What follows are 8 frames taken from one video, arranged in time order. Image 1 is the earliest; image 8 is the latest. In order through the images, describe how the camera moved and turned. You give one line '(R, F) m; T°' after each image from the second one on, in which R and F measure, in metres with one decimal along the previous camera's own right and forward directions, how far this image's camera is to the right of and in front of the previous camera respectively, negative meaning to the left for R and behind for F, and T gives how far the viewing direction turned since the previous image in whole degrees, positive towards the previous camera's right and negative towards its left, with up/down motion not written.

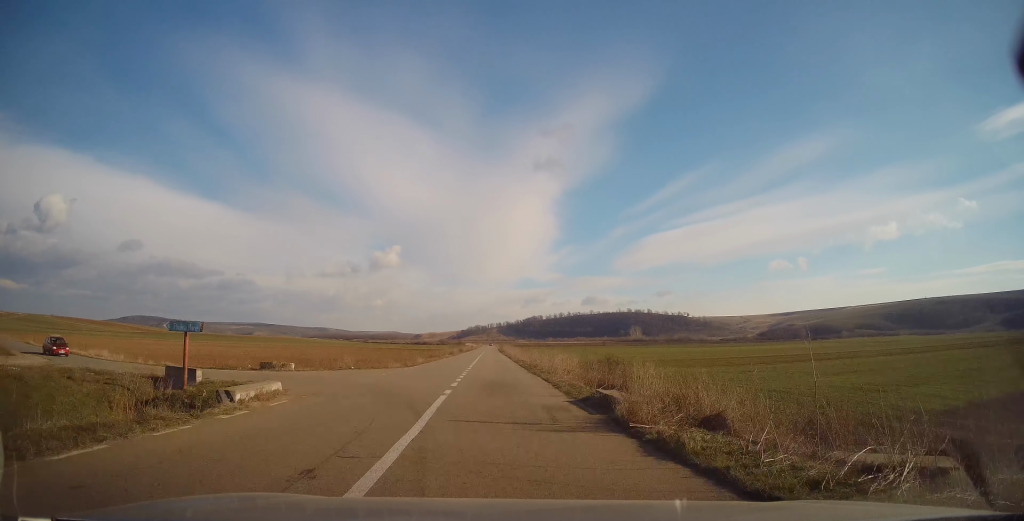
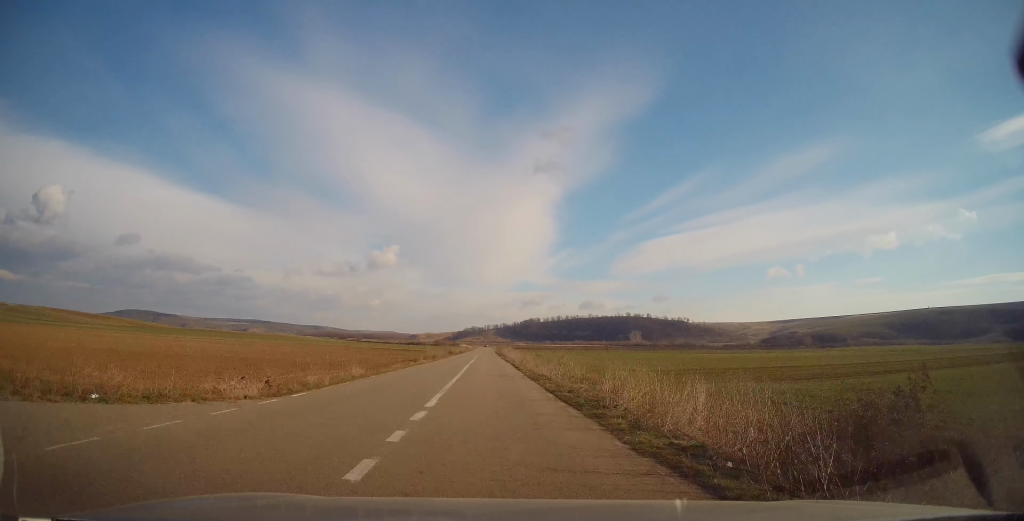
(-0.3, +19.2) m; 0°
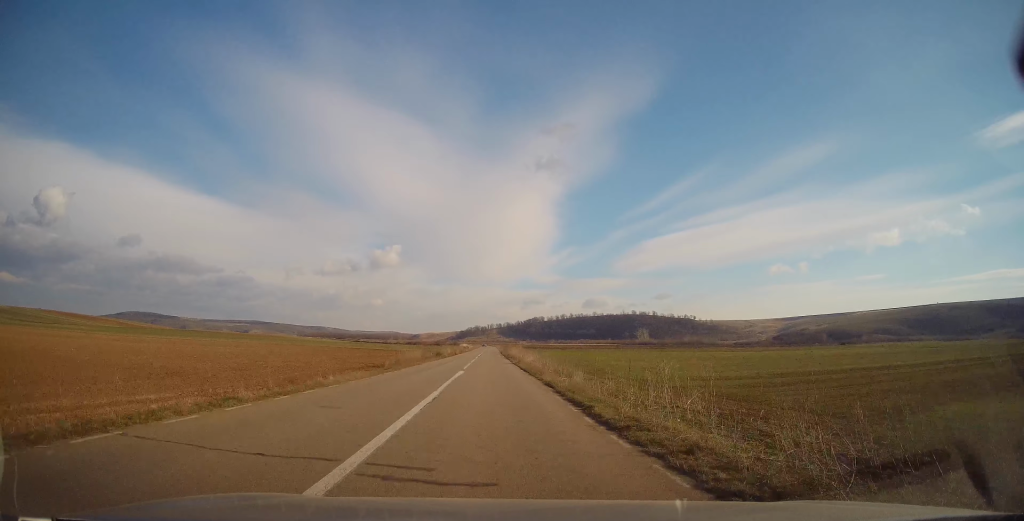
(+0.5, +24.6) m; 0°
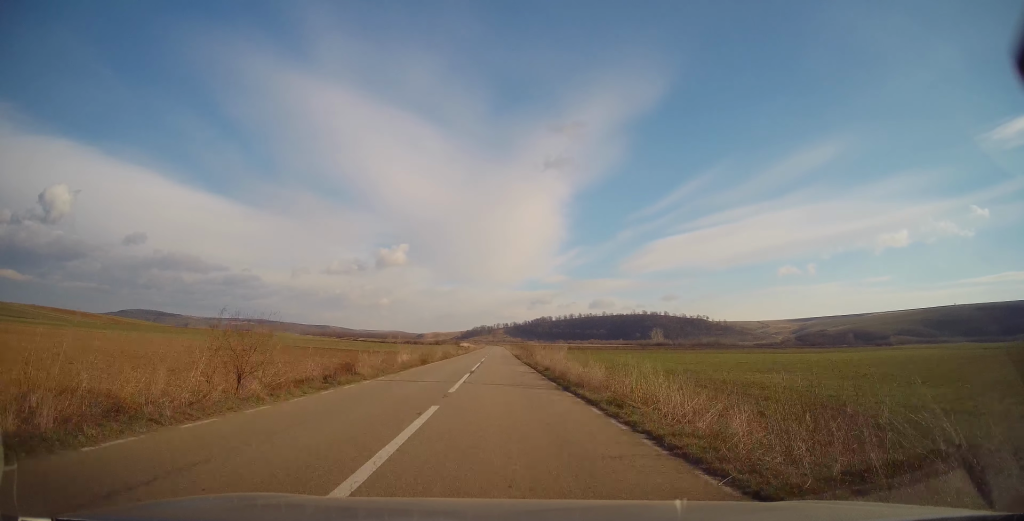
(-0.8, +39.8) m; -1°
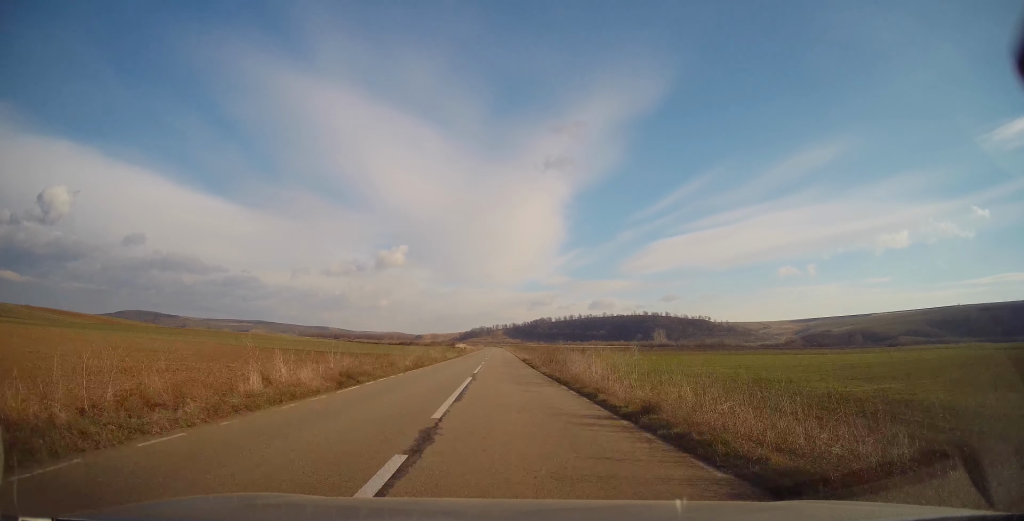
(0.0, +17.7) m; 0°
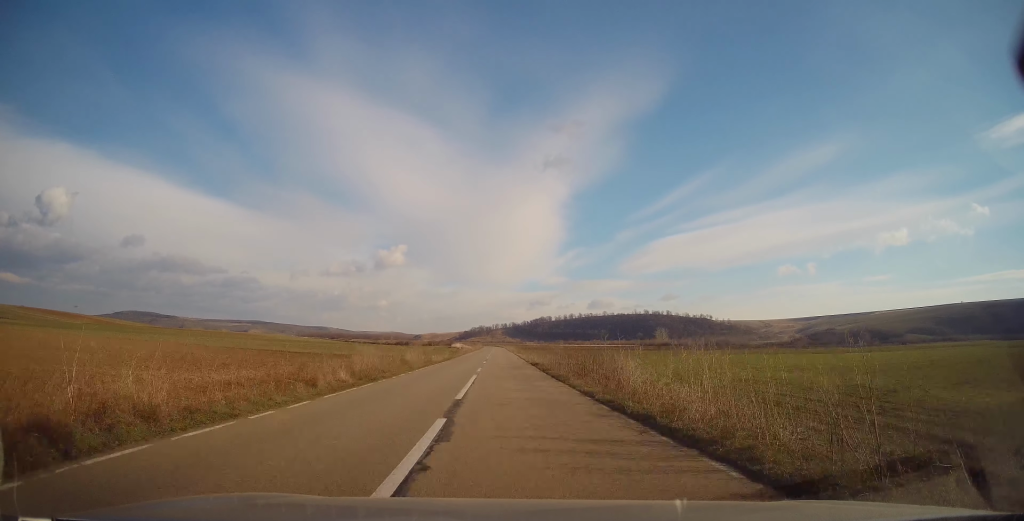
(-0.1, +11.7) m; 0°
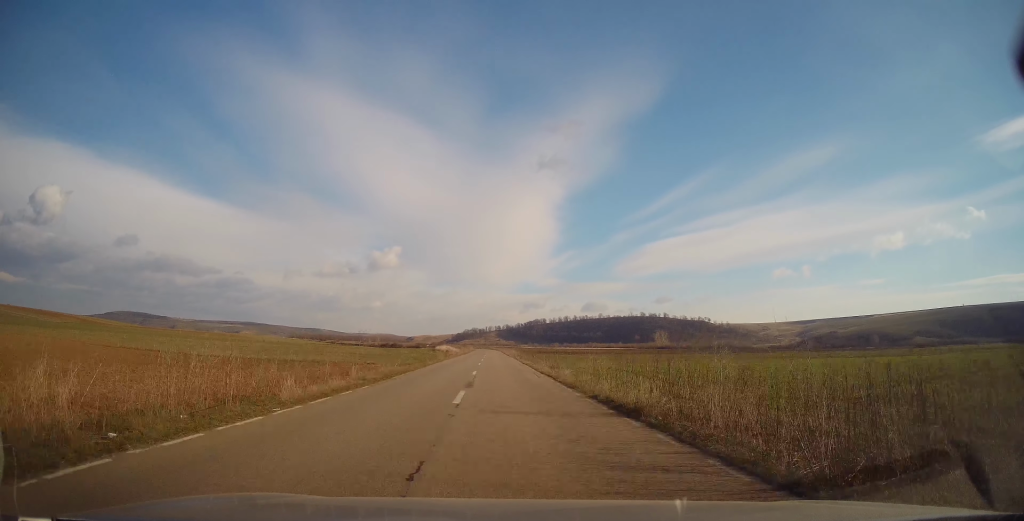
(+0.4, +25.7) m; +1°
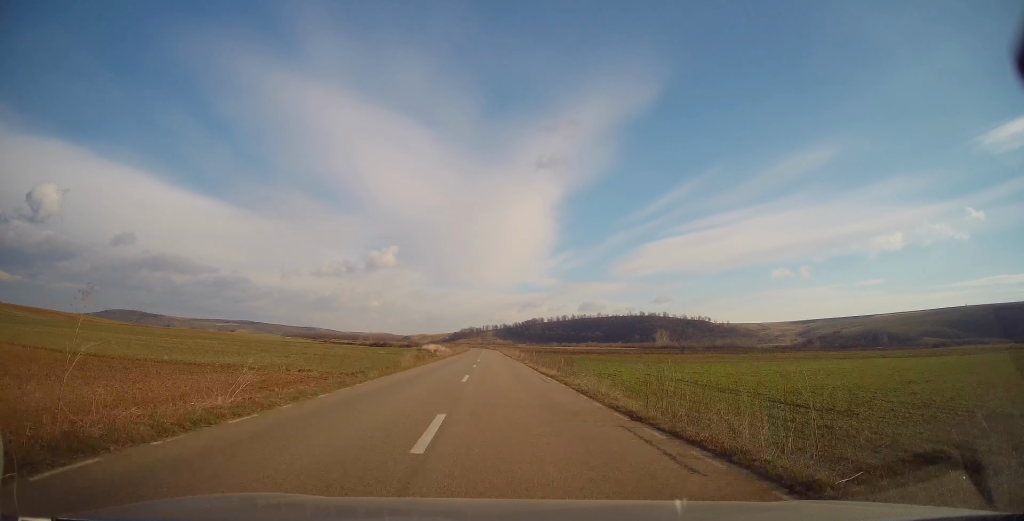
(+0.1, +18.0) m; 0°
